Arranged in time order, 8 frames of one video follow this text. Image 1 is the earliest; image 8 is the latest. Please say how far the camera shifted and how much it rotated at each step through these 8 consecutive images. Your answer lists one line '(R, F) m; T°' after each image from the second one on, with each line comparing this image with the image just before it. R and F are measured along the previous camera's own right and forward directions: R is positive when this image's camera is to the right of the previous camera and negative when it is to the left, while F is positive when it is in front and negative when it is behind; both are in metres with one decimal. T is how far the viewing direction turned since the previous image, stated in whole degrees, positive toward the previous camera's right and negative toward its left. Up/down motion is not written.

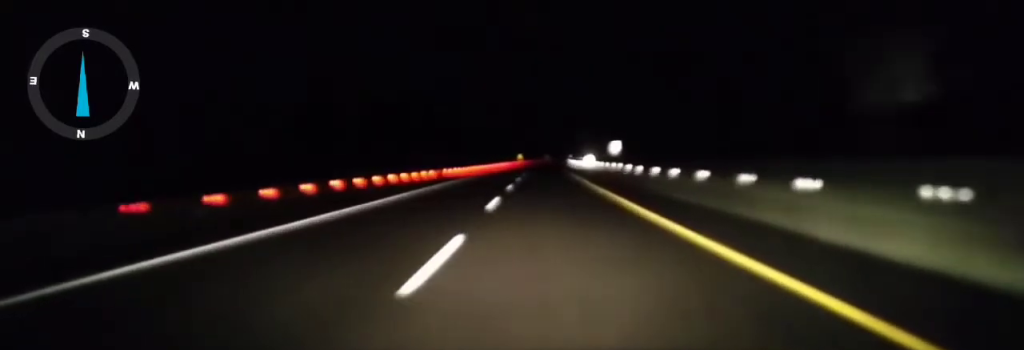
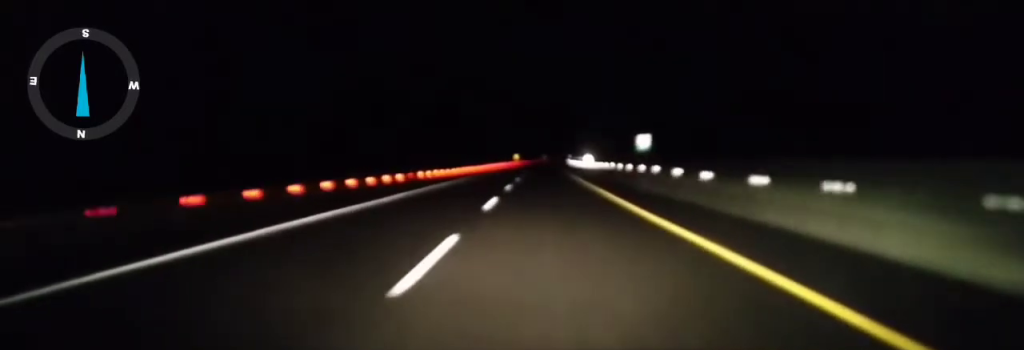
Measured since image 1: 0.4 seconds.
(0.0, +12.3) m; 0°
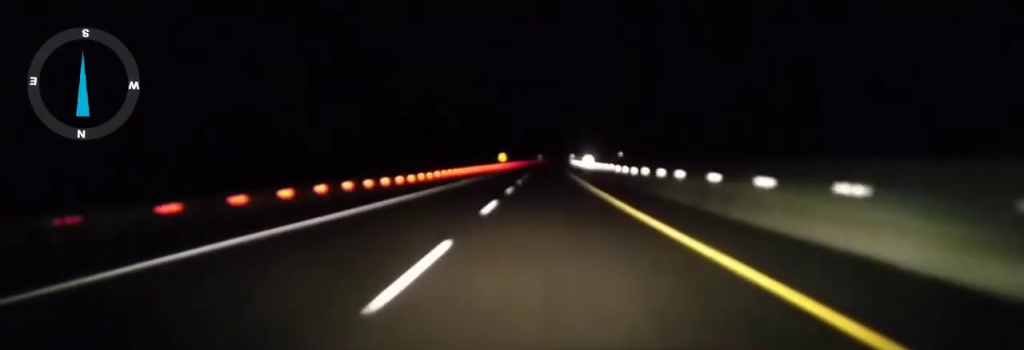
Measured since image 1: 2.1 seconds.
(-0.4, +53.2) m; 0°
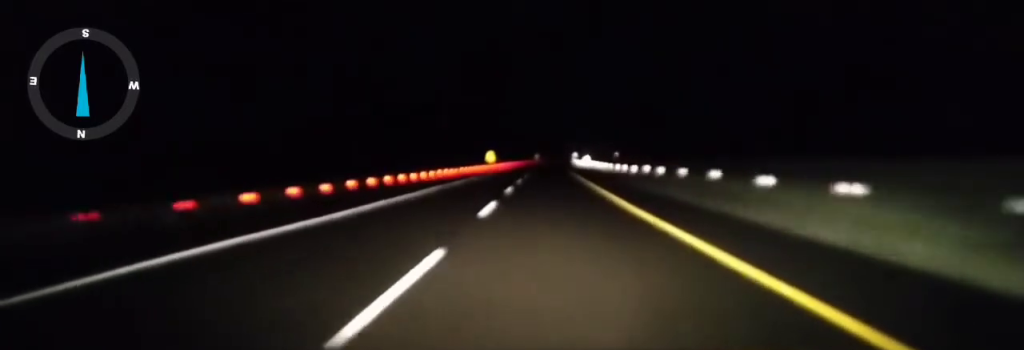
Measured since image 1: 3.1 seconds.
(+0.5, +28.6) m; +1°
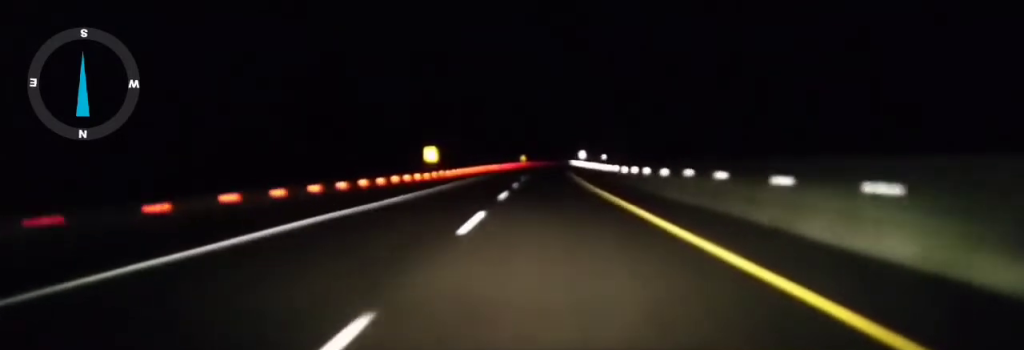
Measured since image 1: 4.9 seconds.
(-0.1, +56.0) m; 0°
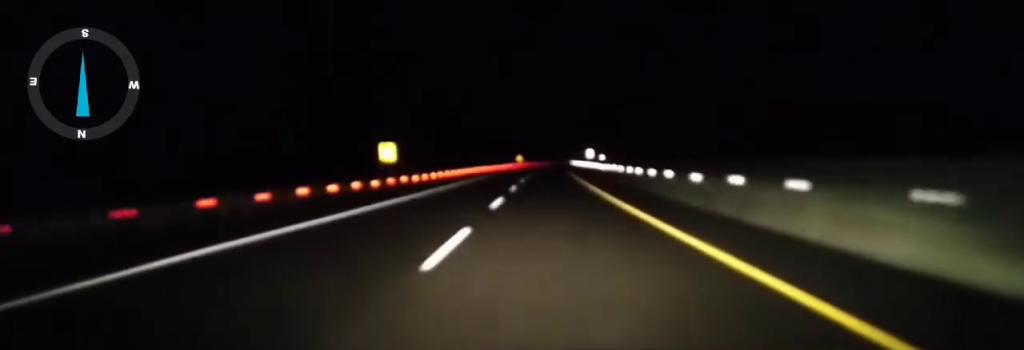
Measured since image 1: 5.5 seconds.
(0.0, +17.2) m; 0°
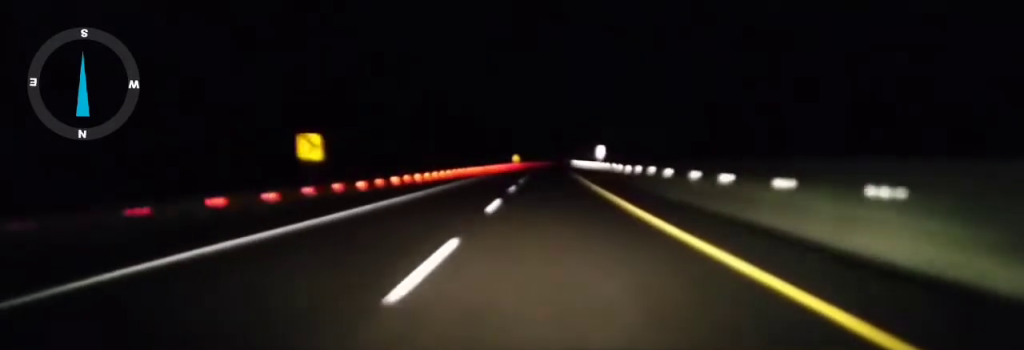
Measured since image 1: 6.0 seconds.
(+0.2, +15.2) m; 0°
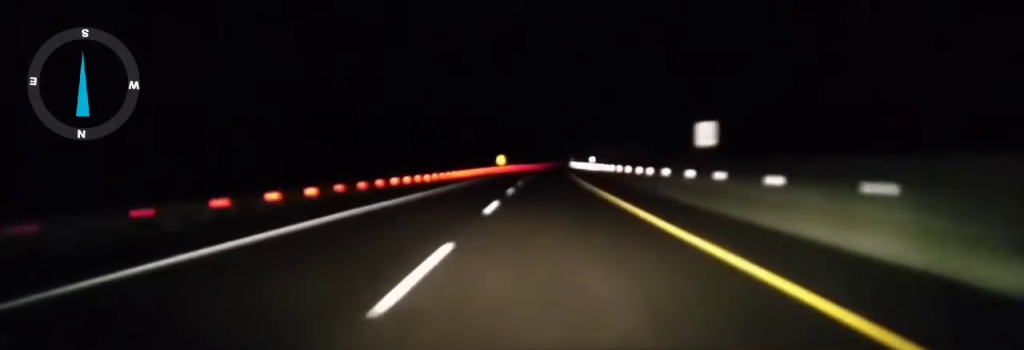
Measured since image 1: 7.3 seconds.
(+0.2, +39.7) m; +1°
